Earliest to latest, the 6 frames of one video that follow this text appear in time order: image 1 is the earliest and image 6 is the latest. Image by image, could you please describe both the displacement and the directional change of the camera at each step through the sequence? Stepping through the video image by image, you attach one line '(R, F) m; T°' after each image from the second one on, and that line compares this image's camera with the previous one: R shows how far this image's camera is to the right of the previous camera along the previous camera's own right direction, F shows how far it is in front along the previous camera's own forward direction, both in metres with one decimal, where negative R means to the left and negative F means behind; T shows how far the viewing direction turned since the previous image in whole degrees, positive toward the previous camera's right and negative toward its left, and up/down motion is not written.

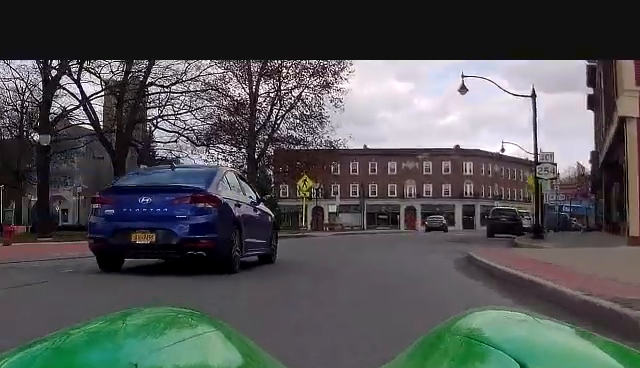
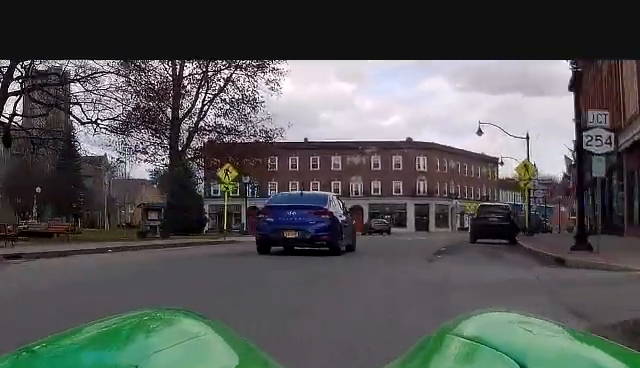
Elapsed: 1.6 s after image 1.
(+0.4, +12.0) m; +5°
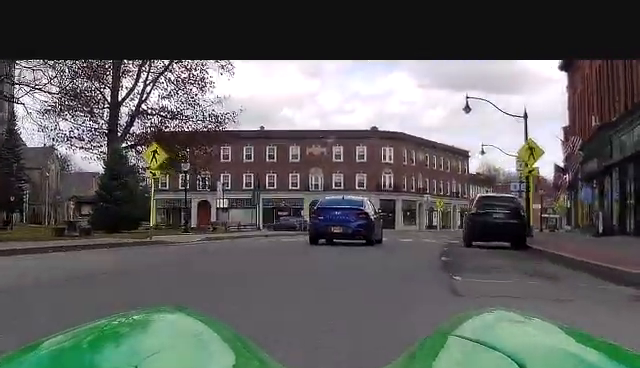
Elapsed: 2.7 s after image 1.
(+0.2, +8.1) m; +2°
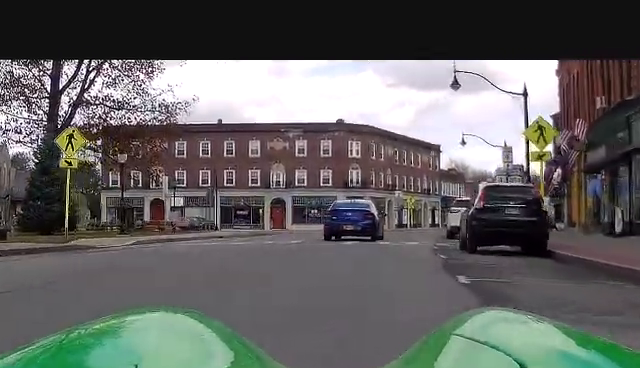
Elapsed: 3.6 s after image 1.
(0.0, +6.3) m; 0°
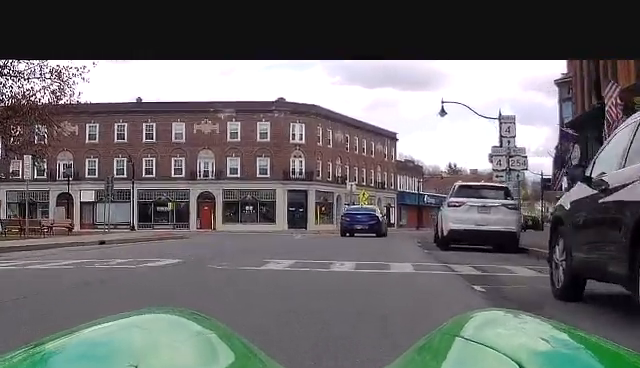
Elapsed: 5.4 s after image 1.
(0.0, +13.1) m; +1°
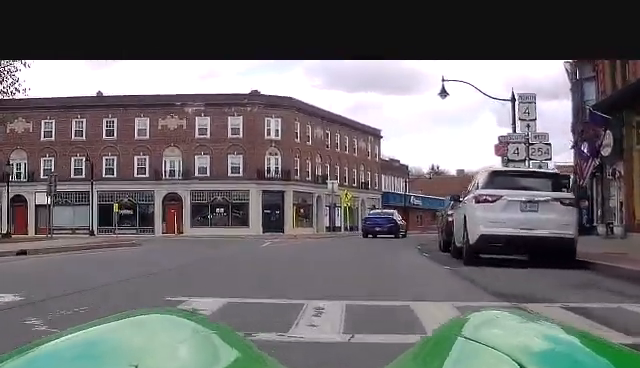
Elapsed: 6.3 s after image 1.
(0.0, +6.3) m; +3°
